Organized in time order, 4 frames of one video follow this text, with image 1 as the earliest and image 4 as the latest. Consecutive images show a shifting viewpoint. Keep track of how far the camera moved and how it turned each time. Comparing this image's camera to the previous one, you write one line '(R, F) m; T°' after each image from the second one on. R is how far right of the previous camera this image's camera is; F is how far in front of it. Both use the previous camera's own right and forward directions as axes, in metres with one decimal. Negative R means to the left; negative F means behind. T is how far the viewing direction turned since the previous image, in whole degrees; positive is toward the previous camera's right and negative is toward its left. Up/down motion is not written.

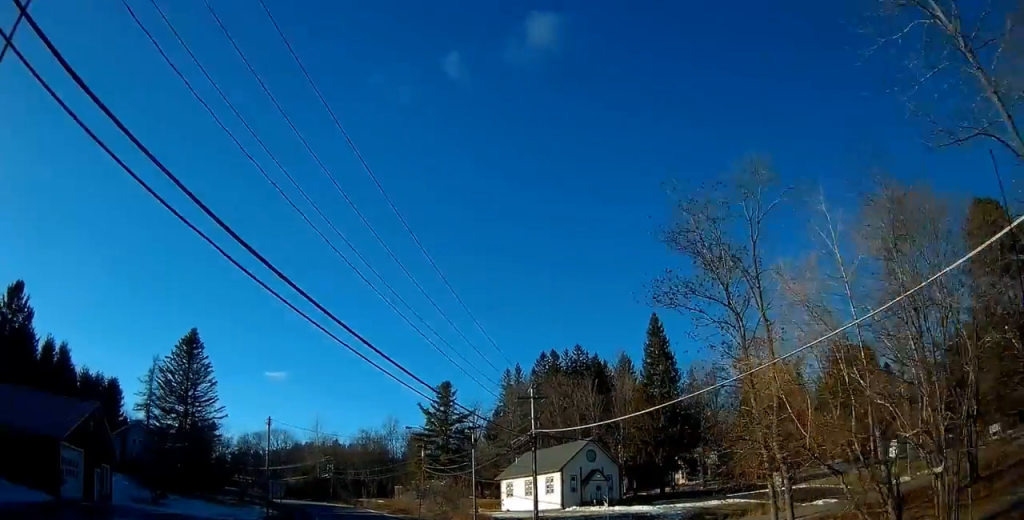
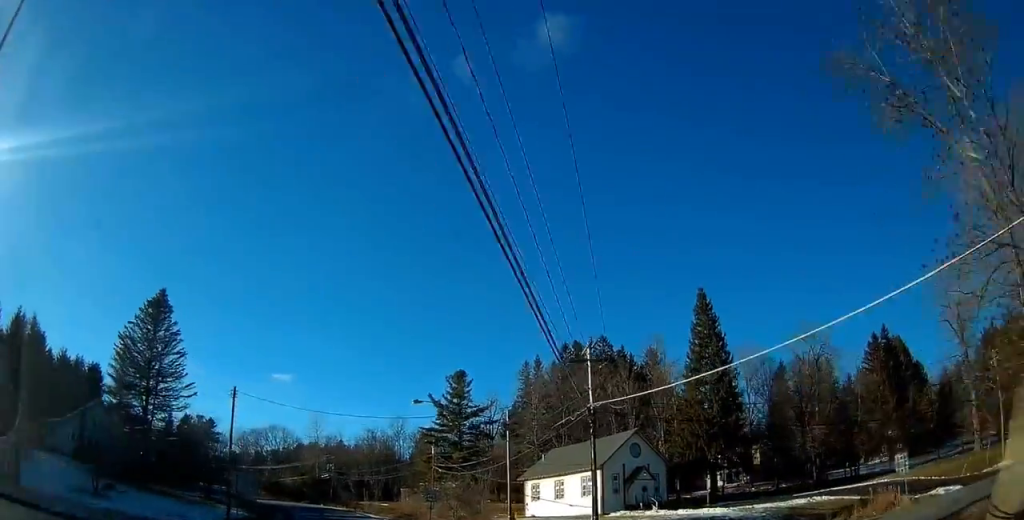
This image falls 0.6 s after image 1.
(-0.3, +12.6) m; -1°
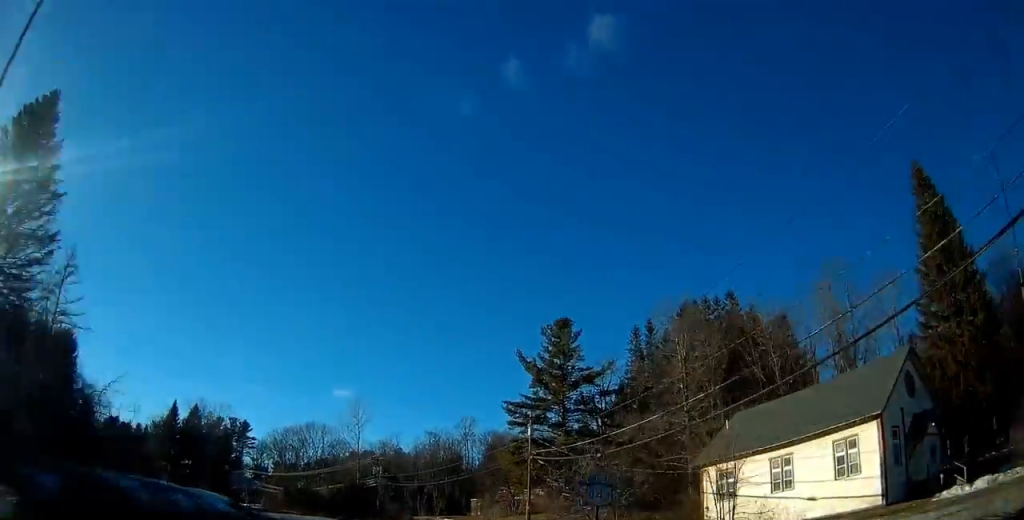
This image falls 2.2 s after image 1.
(-0.7, +32.8) m; -4°
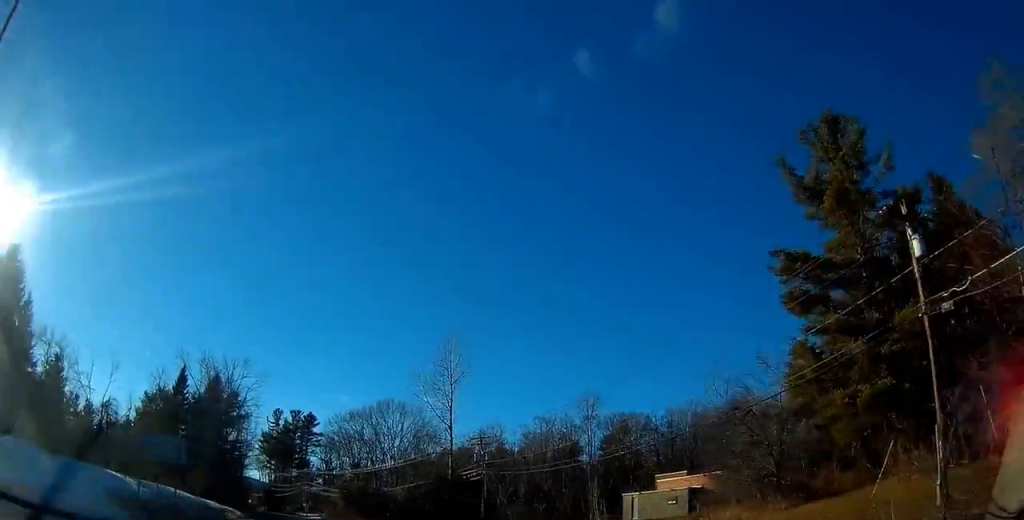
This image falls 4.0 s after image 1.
(-3.1, +37.1) m; -9°
